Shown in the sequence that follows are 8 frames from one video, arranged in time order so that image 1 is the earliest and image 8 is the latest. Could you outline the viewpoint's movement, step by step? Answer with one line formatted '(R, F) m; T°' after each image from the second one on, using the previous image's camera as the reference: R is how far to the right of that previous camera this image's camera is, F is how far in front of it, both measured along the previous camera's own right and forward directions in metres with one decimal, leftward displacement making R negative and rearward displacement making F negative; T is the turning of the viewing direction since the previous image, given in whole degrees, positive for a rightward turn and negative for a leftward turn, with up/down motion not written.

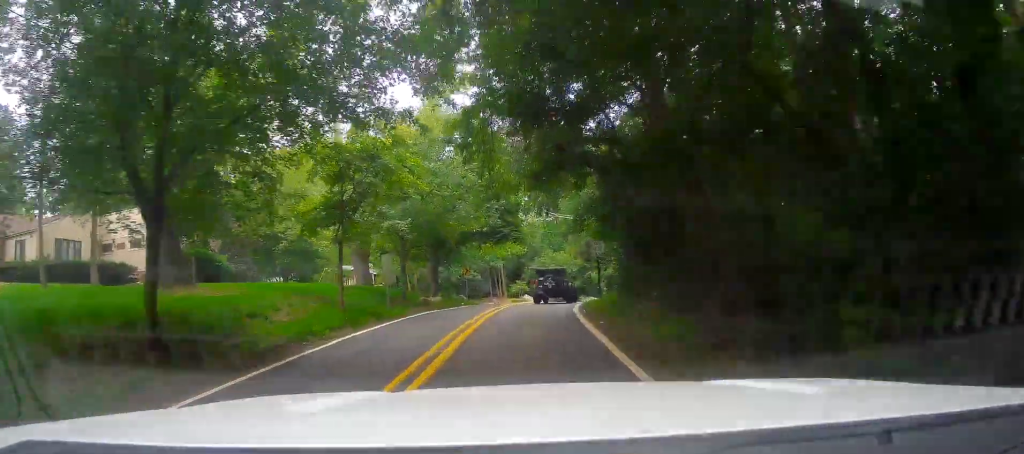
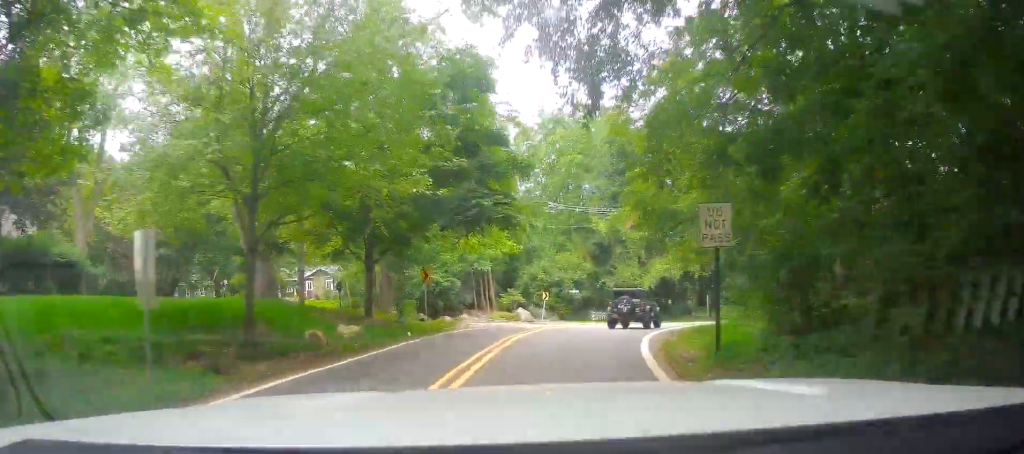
(+0.2, +18.3) m; 0°
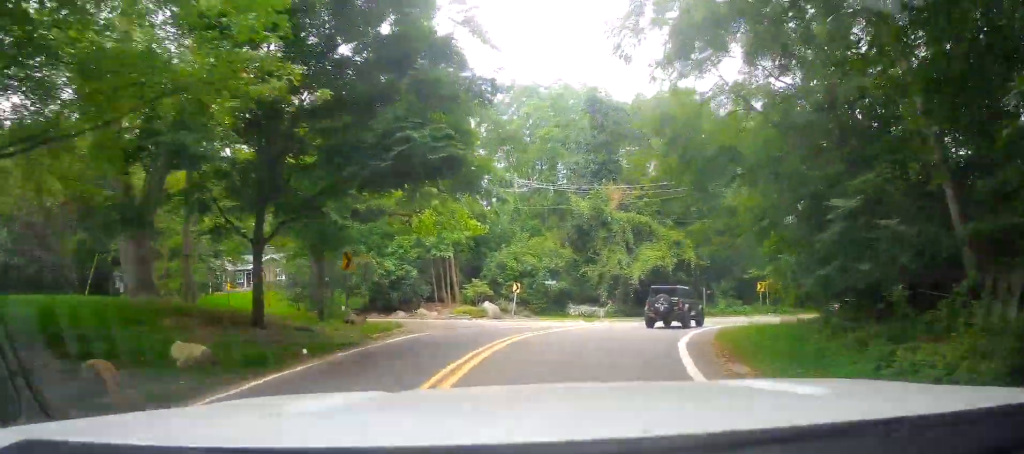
(-0.1, +8.9) m; 0°
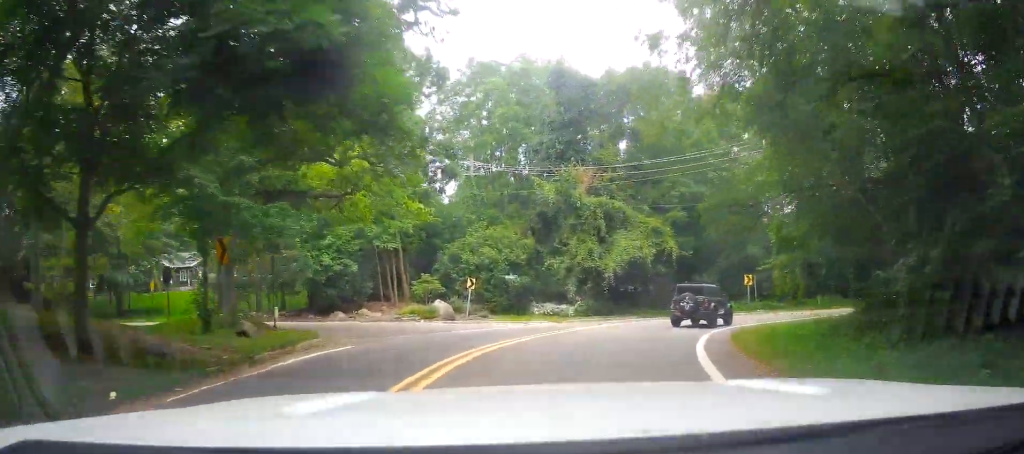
(+0.3, +6.7) m; 0°
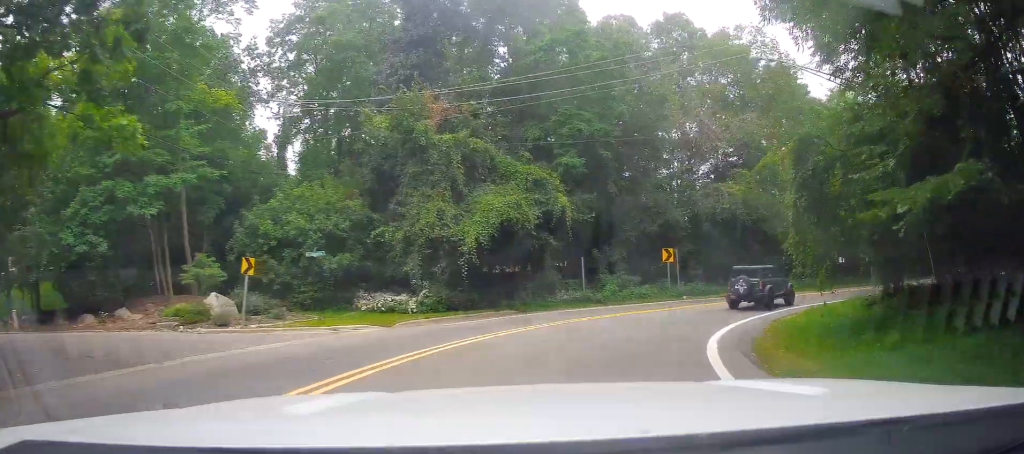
(-0.1, +15.1) m; +5°
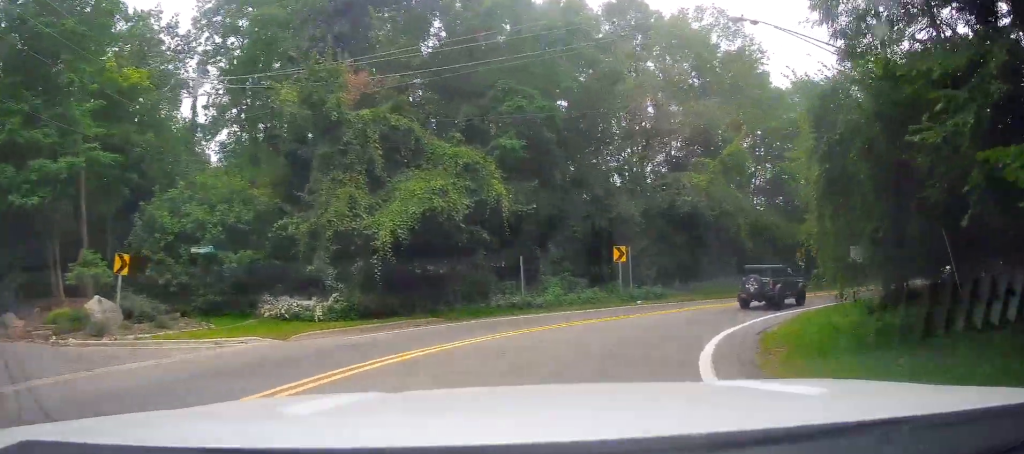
(+0.3, +4.5) m; +4°
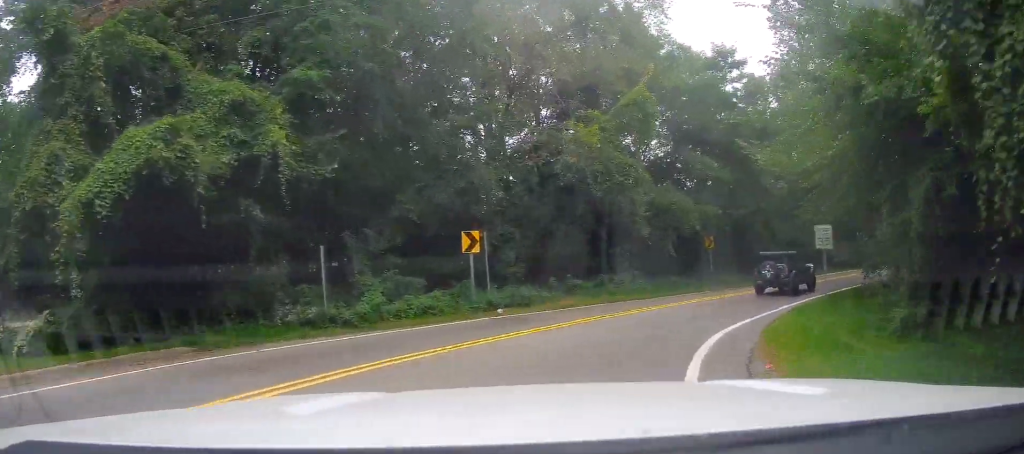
(+0.7, +9.4) m; +12°
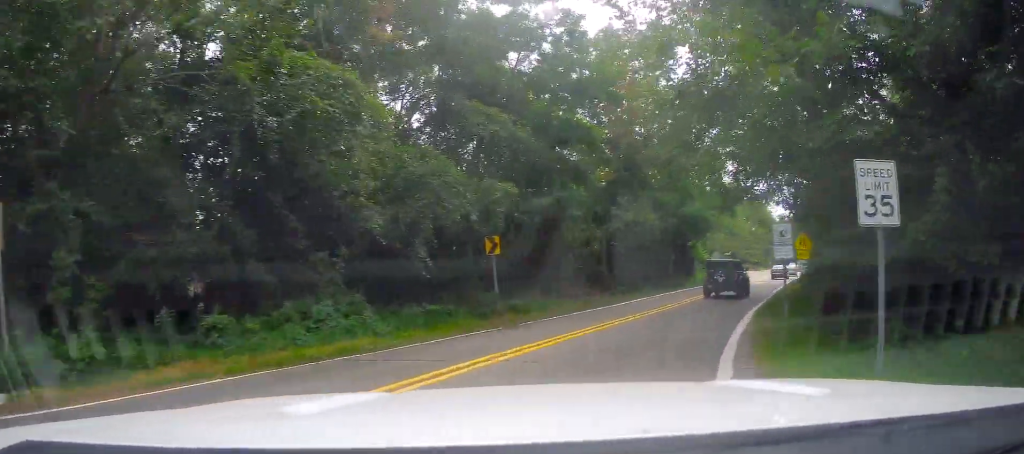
(+2.7, +13.1) m; +20°
